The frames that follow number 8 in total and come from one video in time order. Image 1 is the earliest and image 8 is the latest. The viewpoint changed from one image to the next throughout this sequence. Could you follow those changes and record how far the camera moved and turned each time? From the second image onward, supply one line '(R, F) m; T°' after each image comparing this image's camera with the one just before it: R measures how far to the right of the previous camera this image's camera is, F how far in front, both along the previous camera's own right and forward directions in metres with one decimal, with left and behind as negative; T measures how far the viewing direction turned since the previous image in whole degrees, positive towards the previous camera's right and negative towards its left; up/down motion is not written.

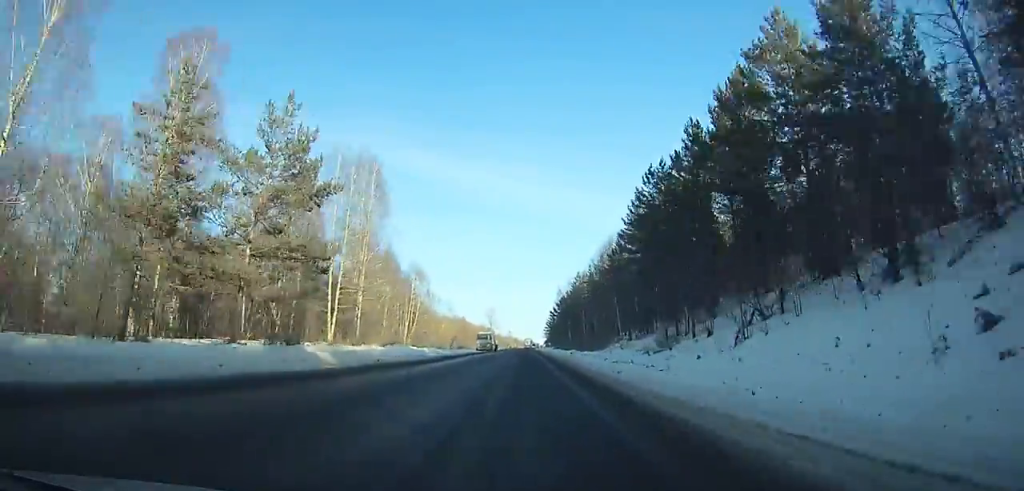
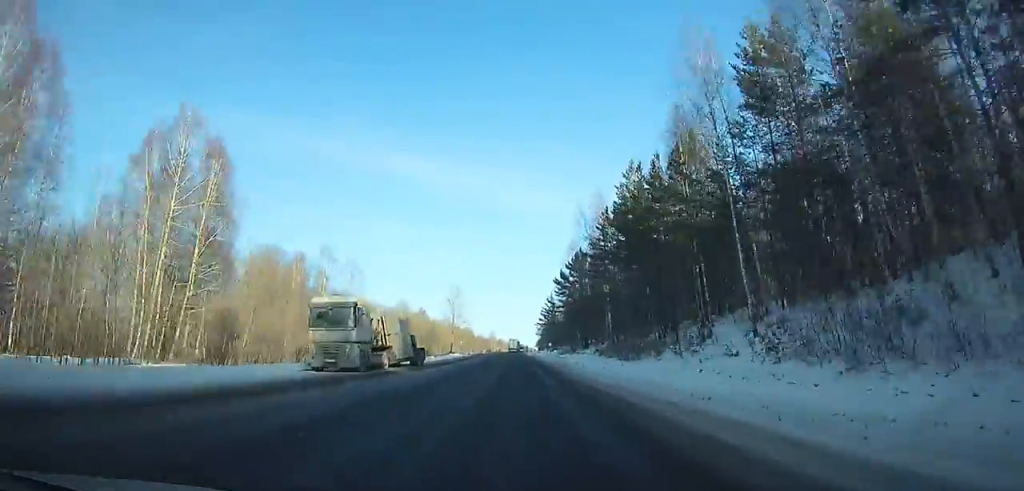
(+0.9, +74.6) m; 0°
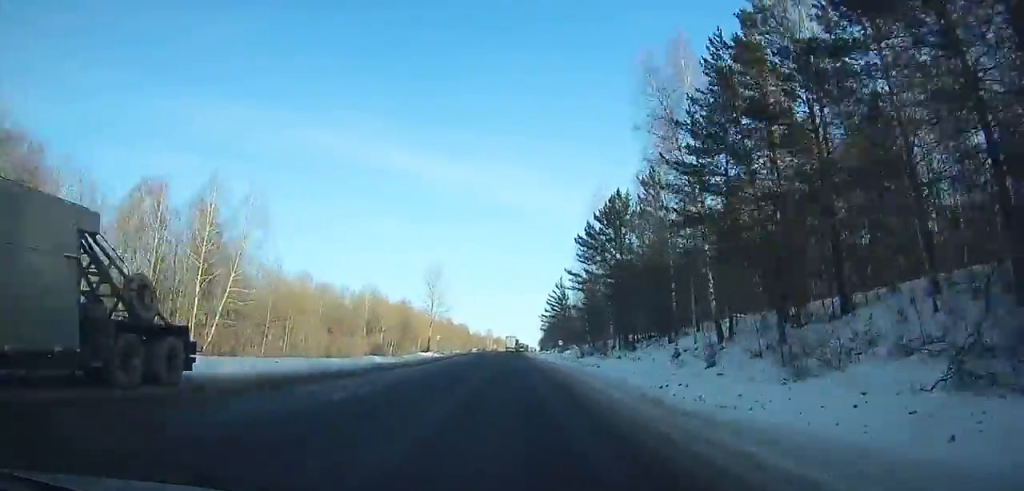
(0.0, +30.7) m; -1°
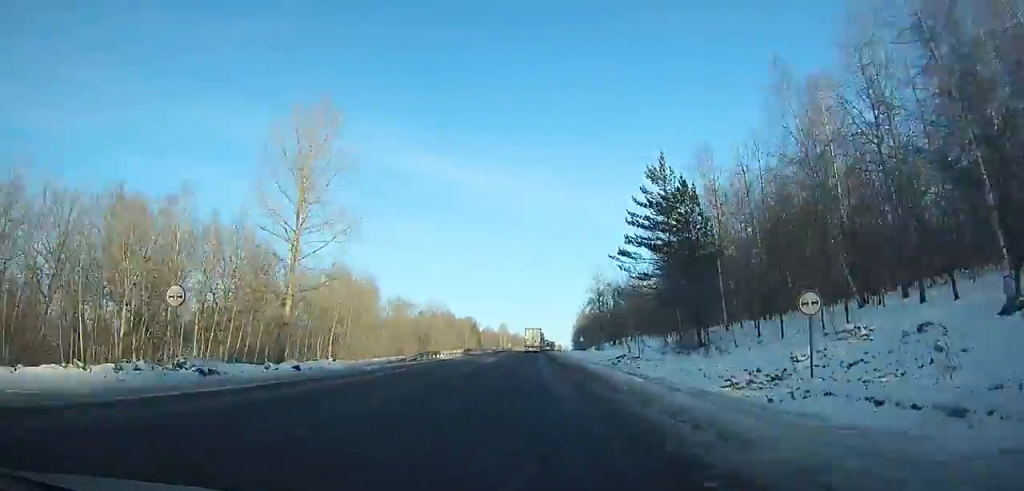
(-0.8, +64.6) m; 0°
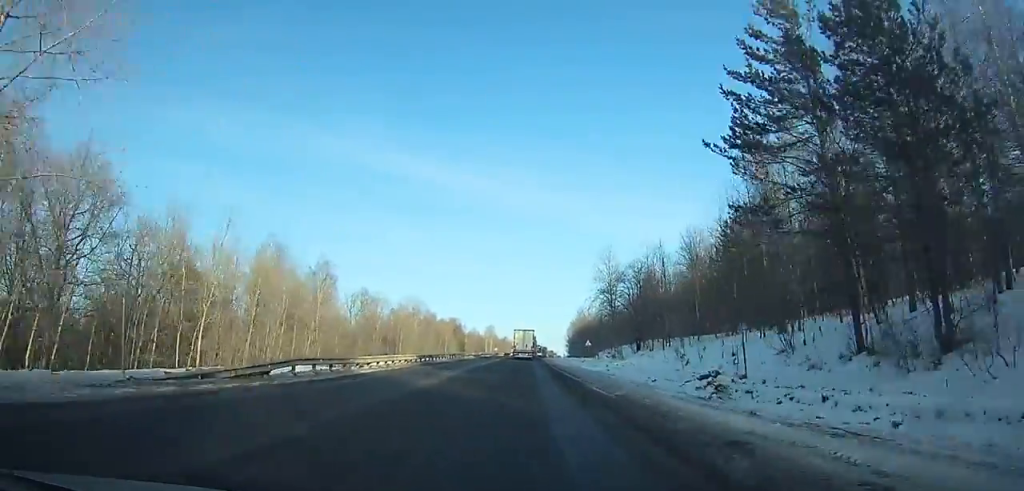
(+0.4, +20.4) m; +1°
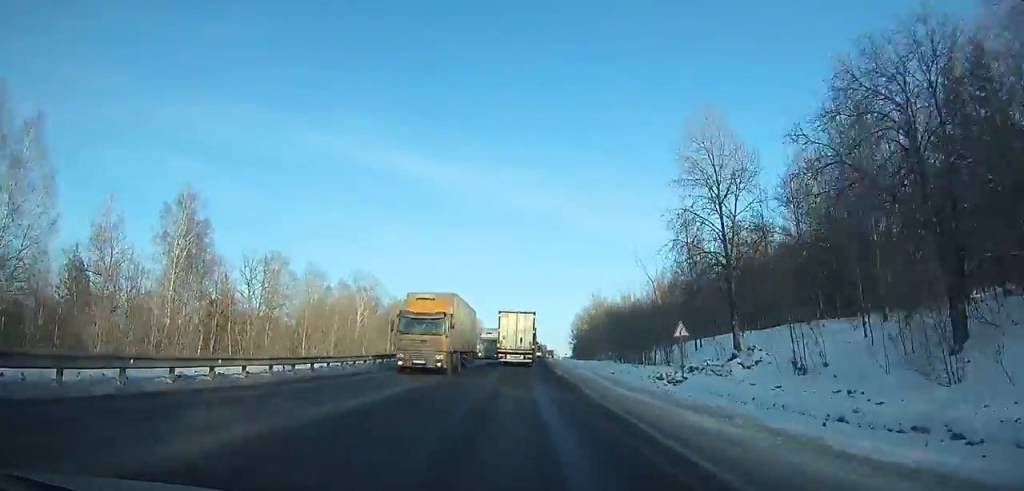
(+0.3, +36.0) m; 0°
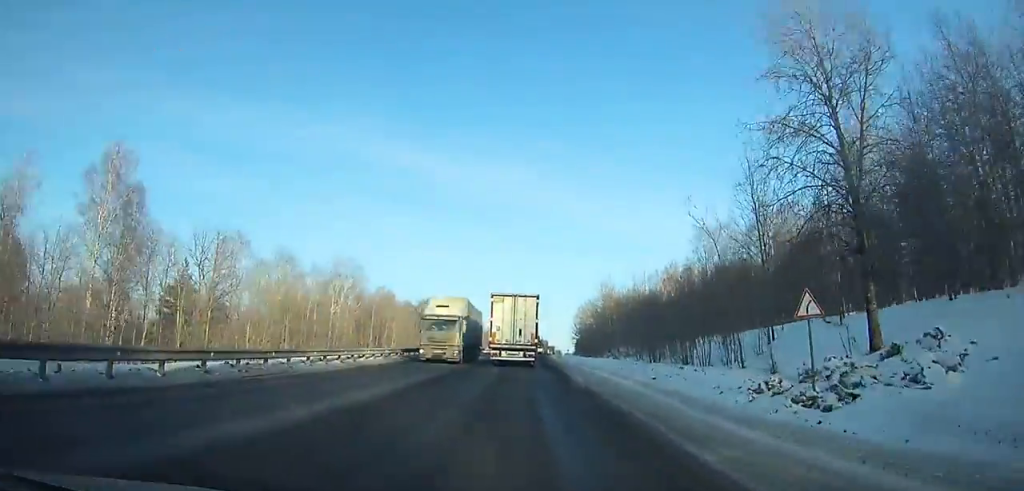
(-0.1, +9.0) m; 0°
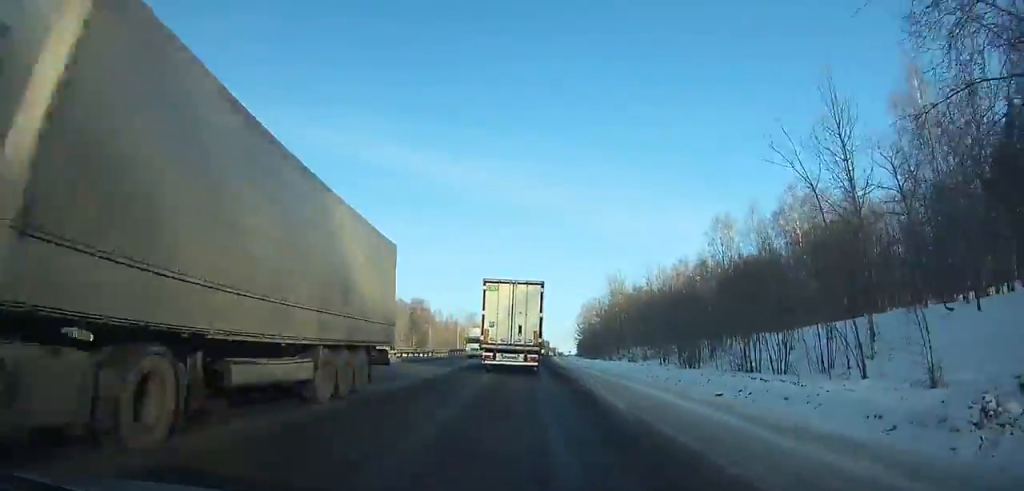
(0.0, +6.4) m; 0°
